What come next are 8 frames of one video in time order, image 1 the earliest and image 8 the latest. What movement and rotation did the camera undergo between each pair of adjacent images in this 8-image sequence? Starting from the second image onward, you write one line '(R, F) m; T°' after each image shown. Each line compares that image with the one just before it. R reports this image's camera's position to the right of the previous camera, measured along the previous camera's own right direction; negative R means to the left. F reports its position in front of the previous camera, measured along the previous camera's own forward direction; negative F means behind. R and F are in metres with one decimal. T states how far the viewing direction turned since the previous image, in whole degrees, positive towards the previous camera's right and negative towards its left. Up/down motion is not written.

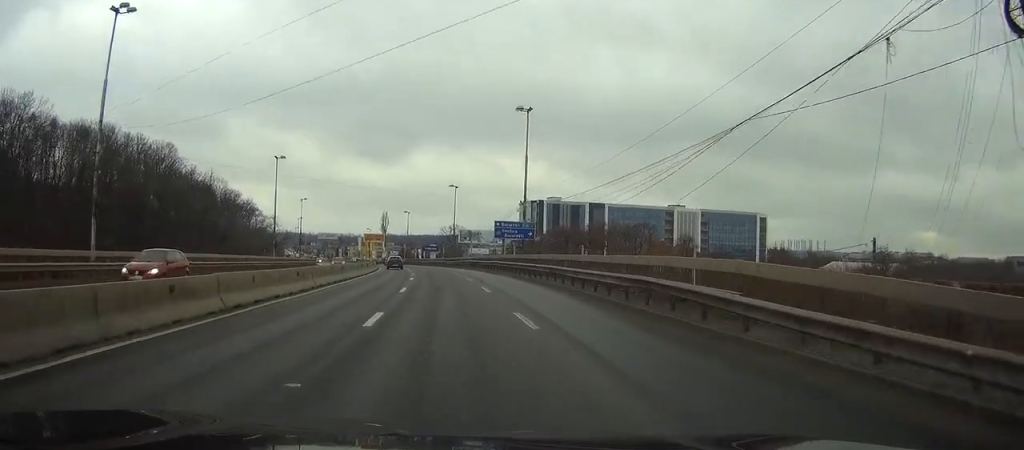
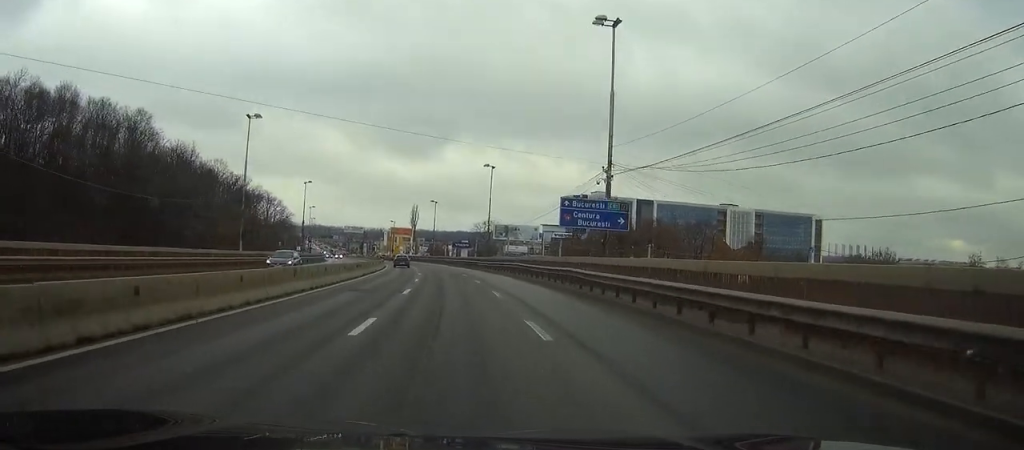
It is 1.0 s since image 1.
(-0.5, +26.0) m; -2°
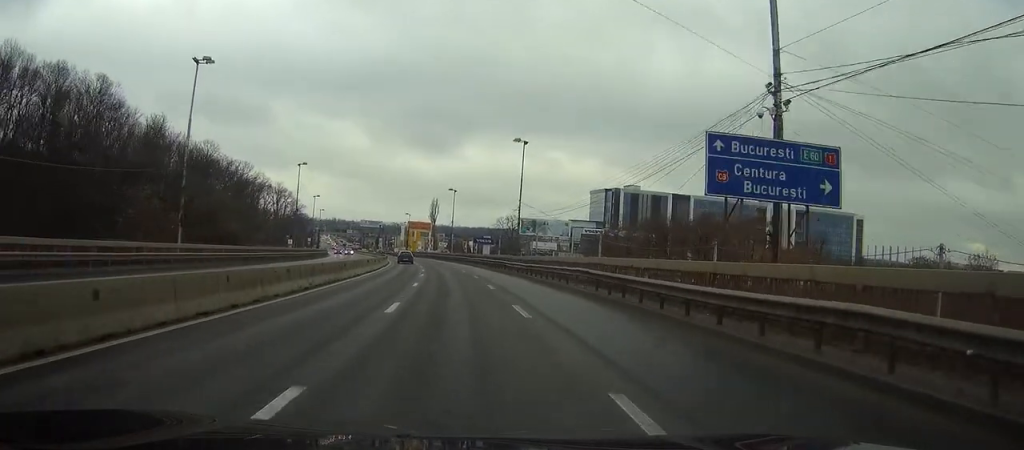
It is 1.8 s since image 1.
(-0.2, +19.8) m; -2°
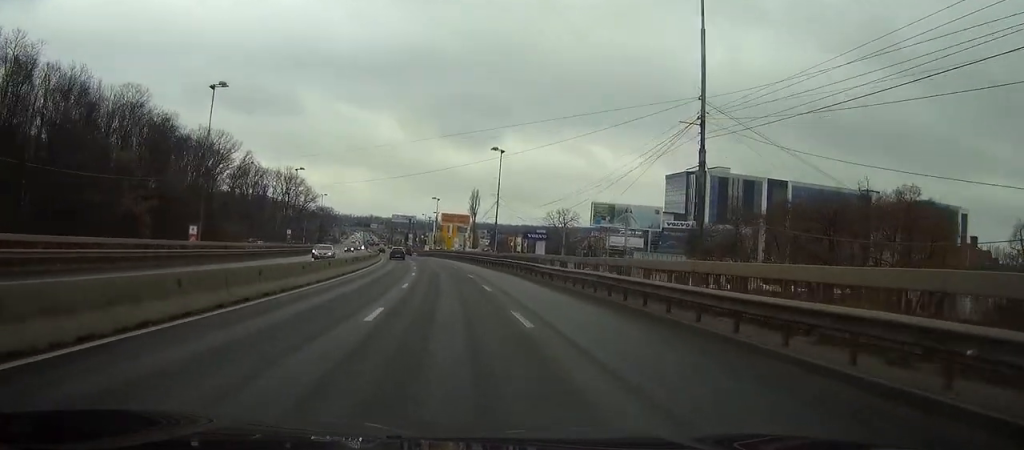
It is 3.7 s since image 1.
(-1.7, +49.9) m; -3°
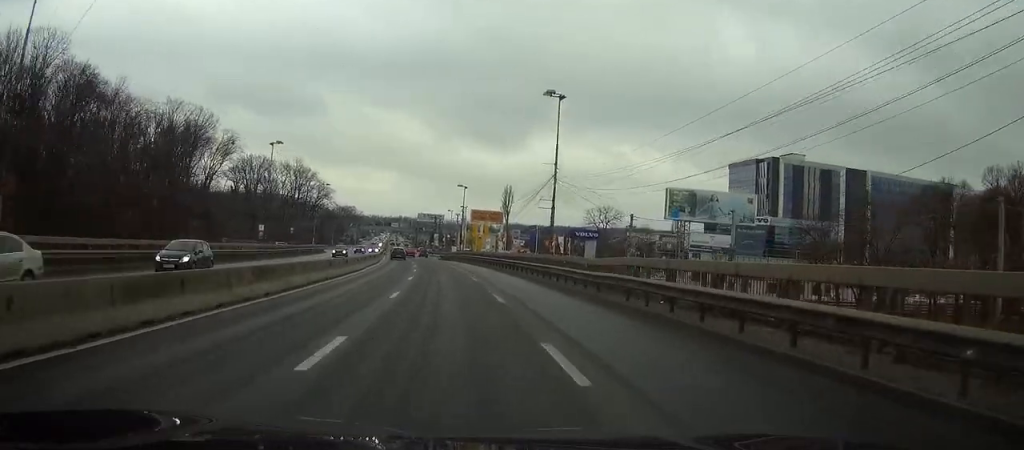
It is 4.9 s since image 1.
(-0.4, +30.0) m; -2°
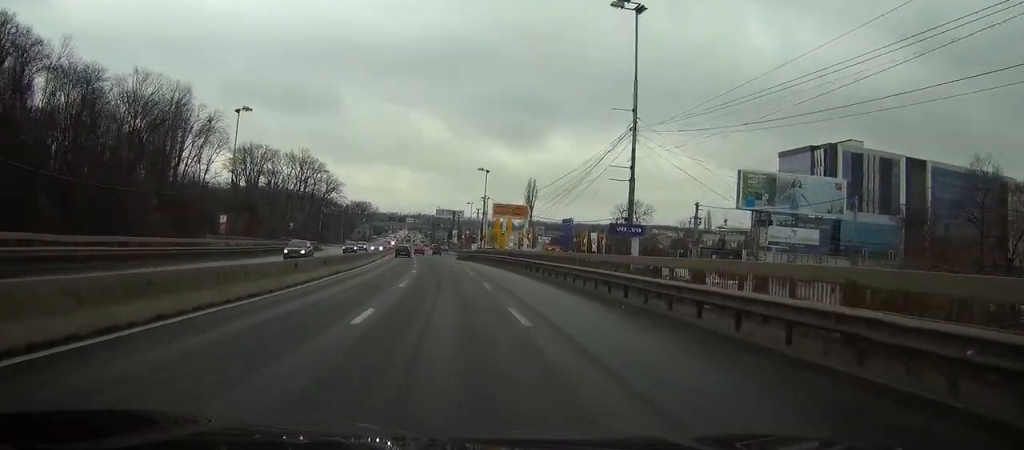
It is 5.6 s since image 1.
(-0.4, +19.7) m; -2°
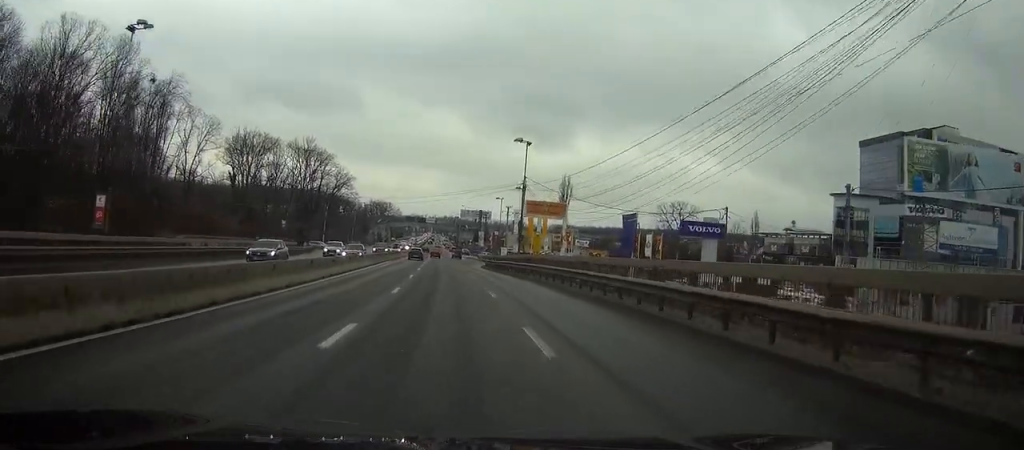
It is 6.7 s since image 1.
(-0.5, +27.3) m; -2°
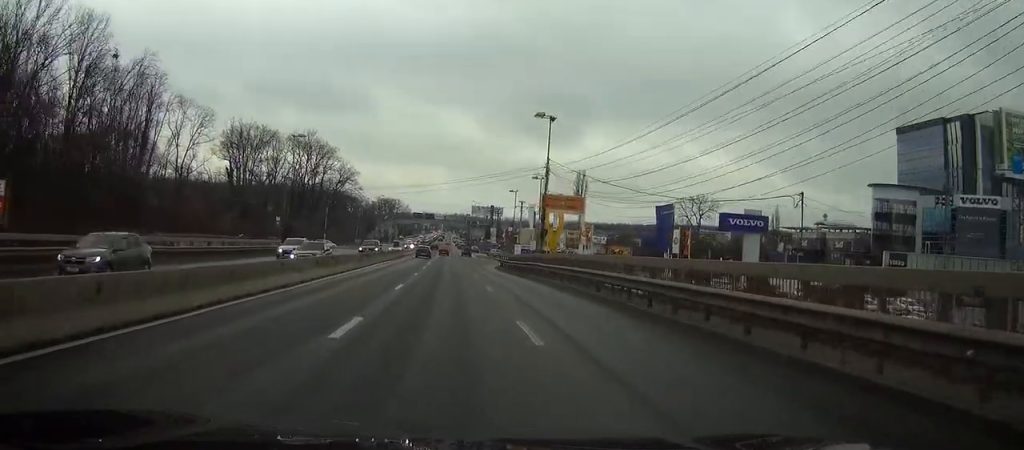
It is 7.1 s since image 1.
(-0.1, +11.1) m; -1°
